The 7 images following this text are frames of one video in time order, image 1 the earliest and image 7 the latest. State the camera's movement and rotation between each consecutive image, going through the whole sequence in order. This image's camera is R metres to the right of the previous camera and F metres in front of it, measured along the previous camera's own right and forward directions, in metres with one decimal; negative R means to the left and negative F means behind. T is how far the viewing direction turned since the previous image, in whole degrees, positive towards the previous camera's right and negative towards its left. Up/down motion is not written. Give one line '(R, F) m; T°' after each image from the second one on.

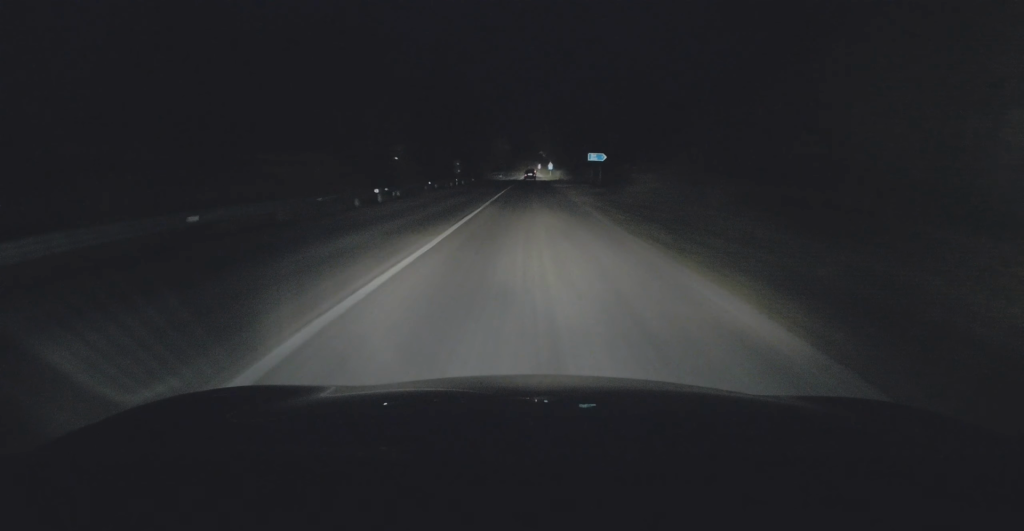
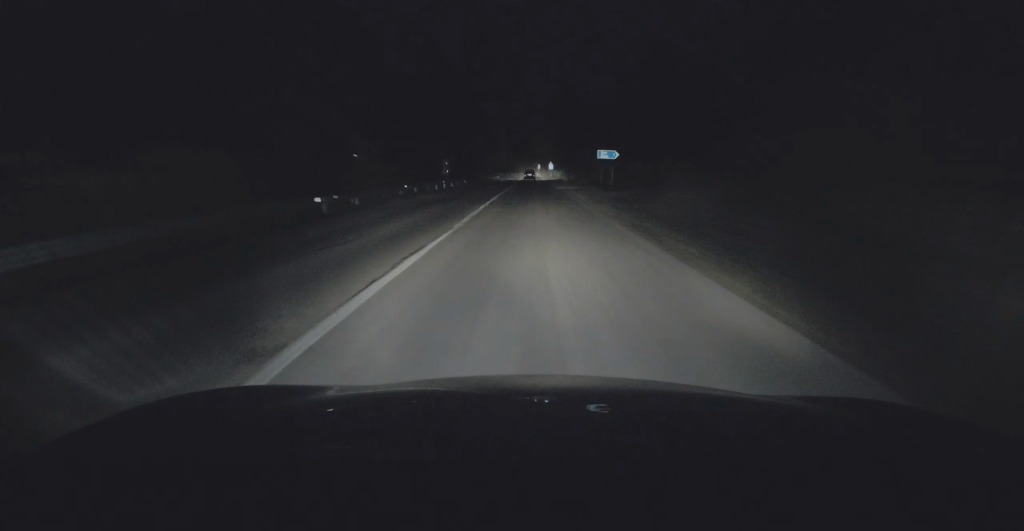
(0.0, +8.1) m; 0°
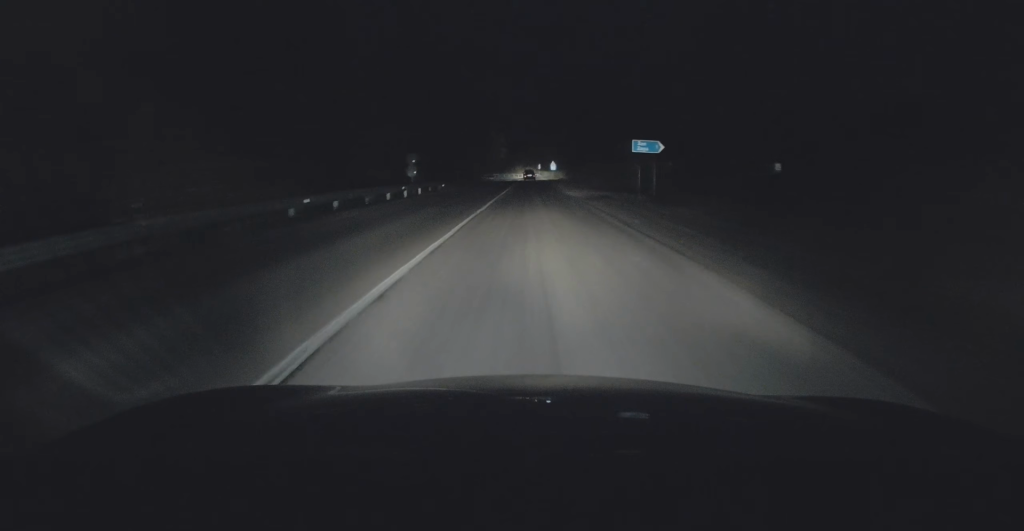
(0.0, +15.6) m; 0°
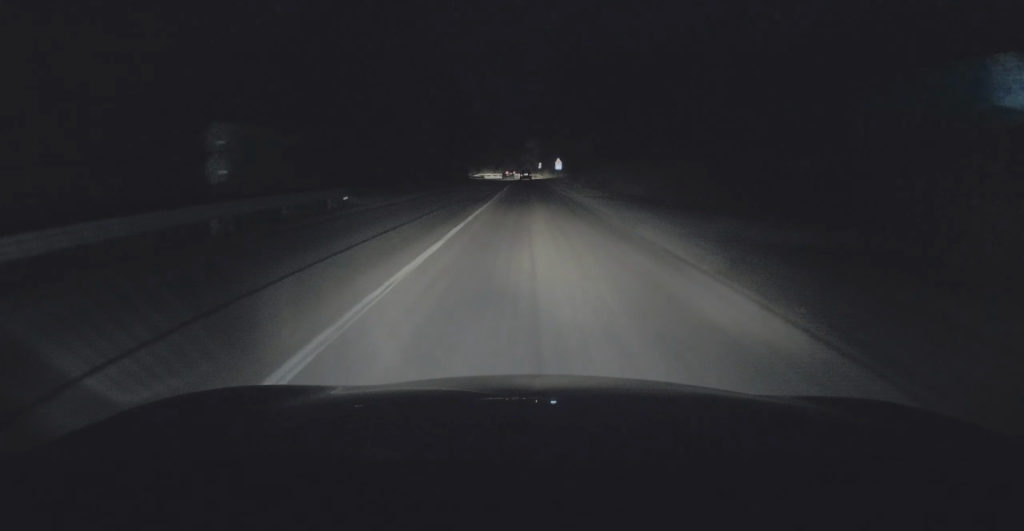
(-0.2, +25.6) m; -1°
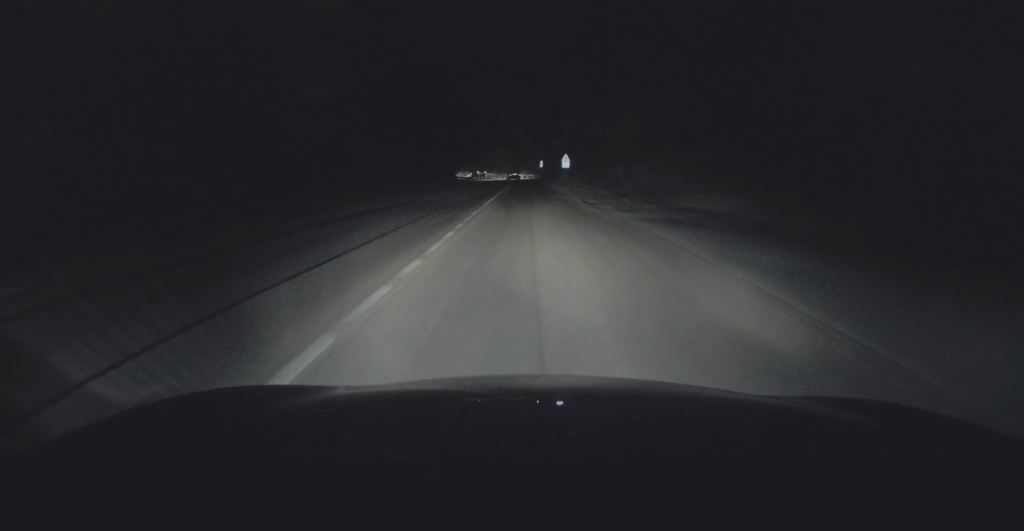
(0.0, +18.3) m; +1°
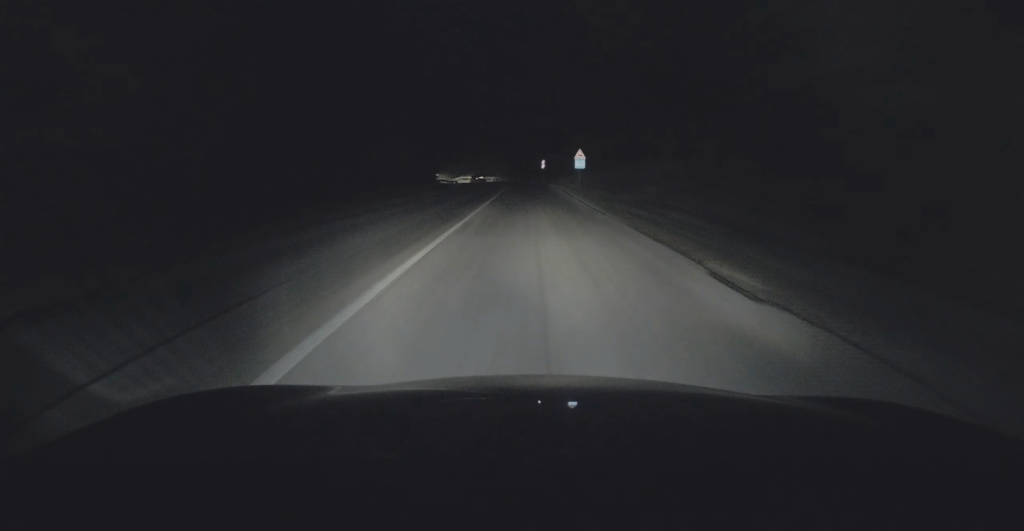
(+0.2, +21.2) m; +1°
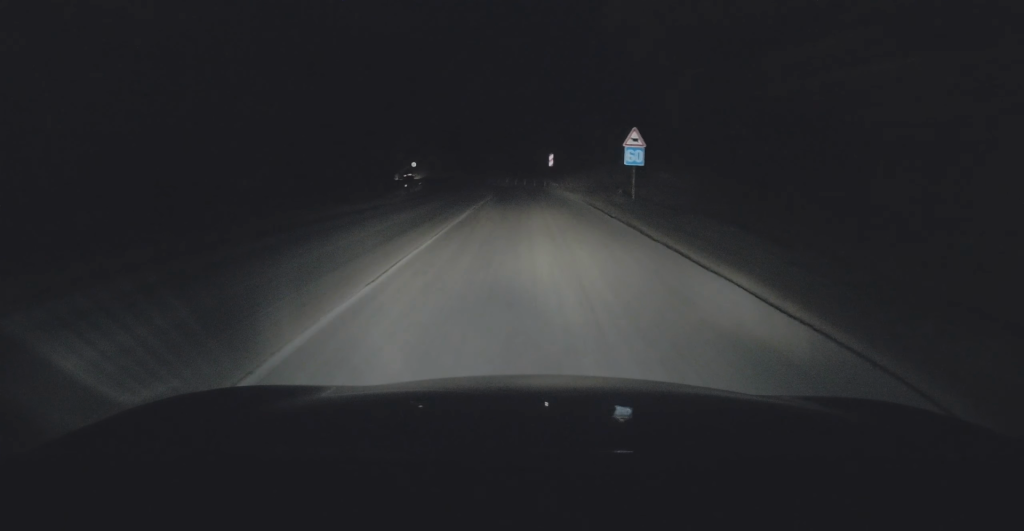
(-0.1, +24.7) m; -1°
